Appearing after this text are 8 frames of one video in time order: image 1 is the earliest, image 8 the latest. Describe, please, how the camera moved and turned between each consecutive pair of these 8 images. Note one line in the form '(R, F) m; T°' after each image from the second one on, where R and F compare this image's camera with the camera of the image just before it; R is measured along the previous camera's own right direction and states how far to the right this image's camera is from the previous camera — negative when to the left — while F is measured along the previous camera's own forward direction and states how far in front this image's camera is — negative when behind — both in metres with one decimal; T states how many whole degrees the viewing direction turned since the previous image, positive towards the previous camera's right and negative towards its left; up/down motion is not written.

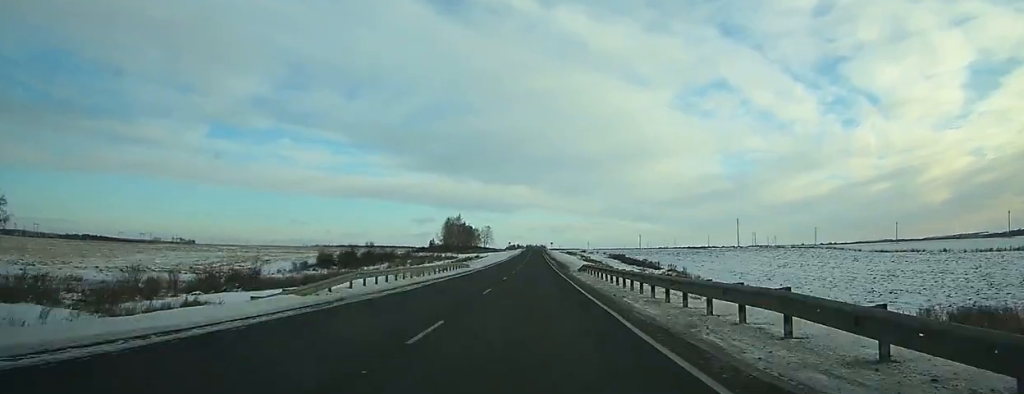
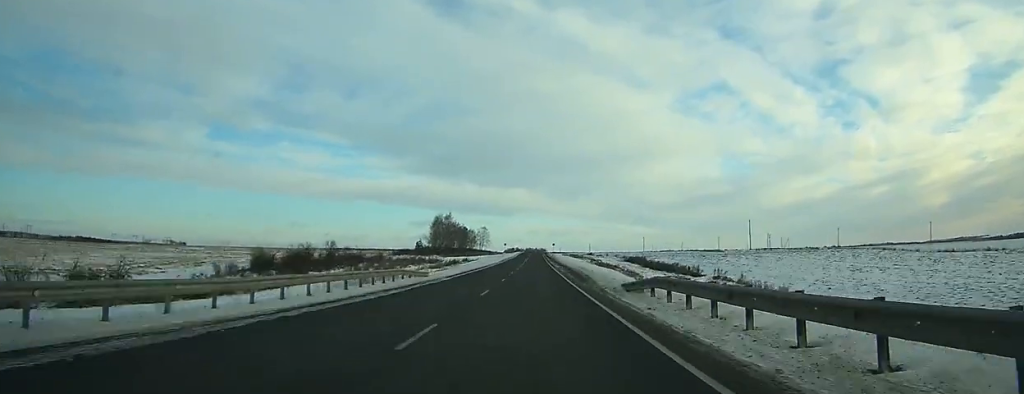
(+0.1, +25.3) m; 0°
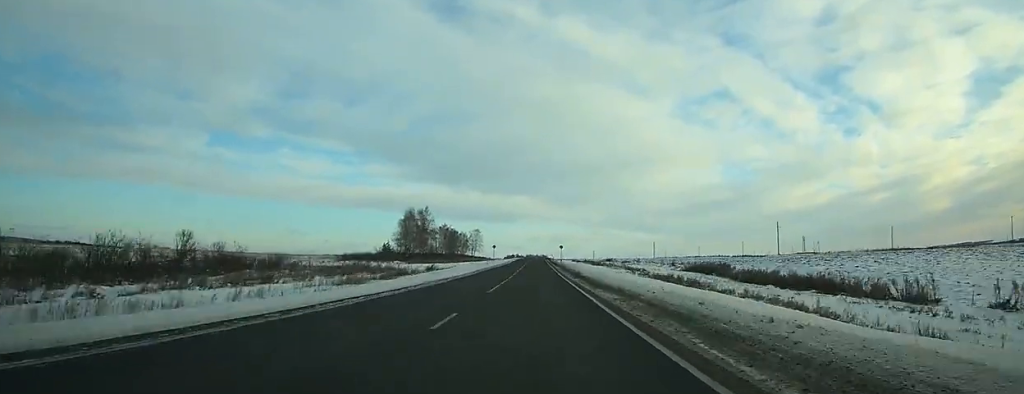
(0.0, +45.4) m; 0°
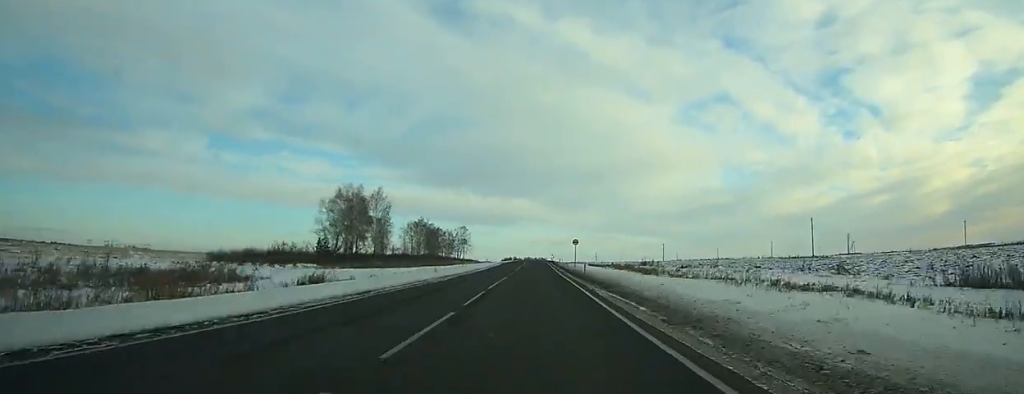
(-0.3, +49.1) m; 0°
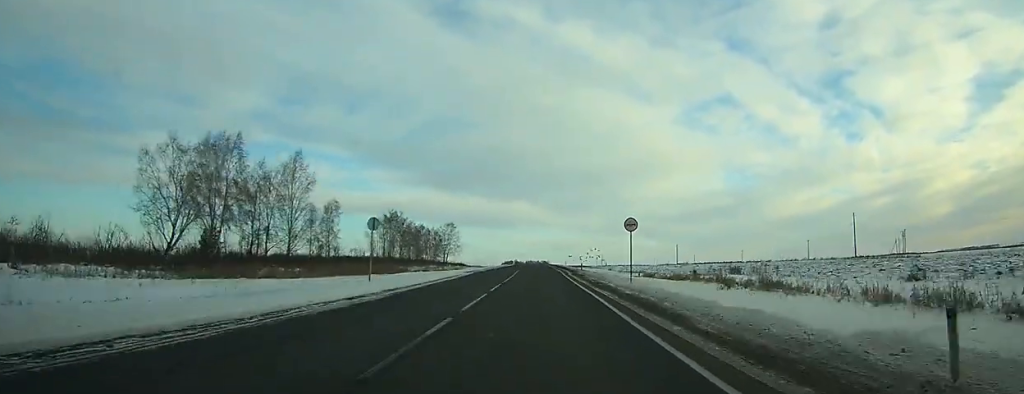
(0.0, +44.8) m; 0°
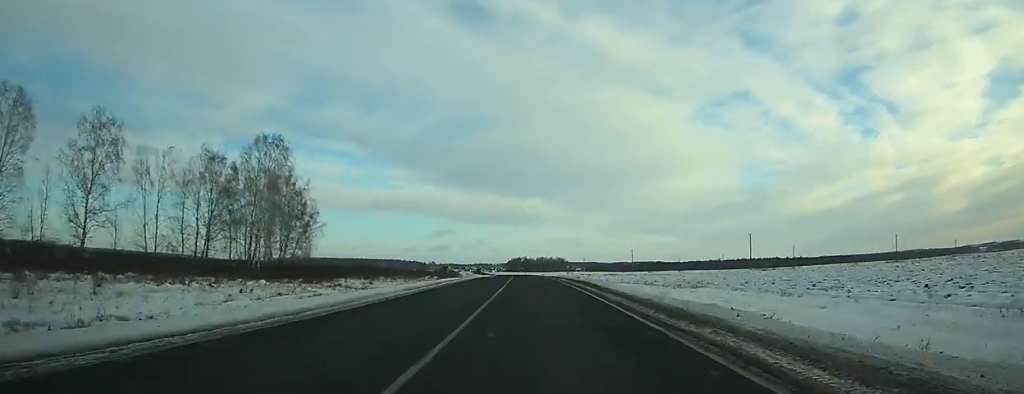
(+0.5, +149.6) m; -1°
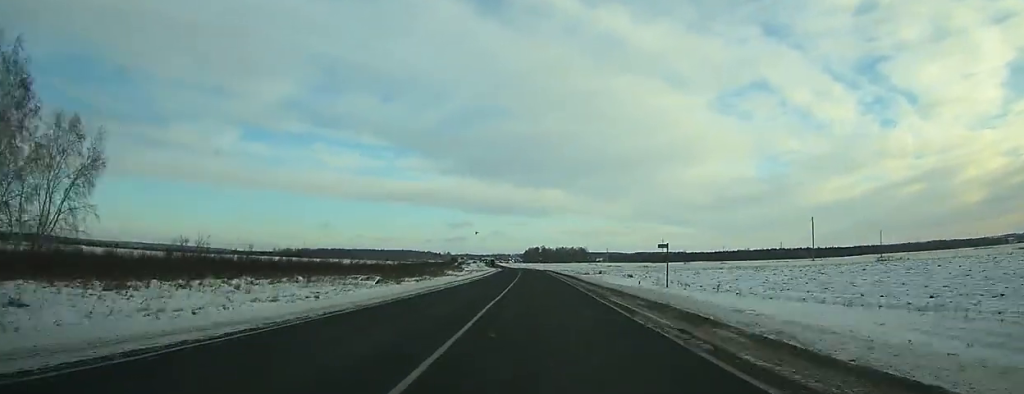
(-0.7, +53.8) m; -2°
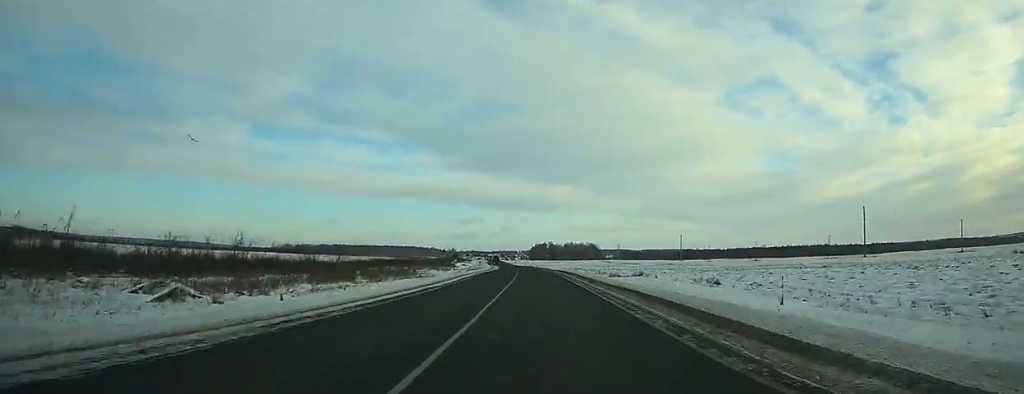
(-0.6, +37.8) m; -1°
